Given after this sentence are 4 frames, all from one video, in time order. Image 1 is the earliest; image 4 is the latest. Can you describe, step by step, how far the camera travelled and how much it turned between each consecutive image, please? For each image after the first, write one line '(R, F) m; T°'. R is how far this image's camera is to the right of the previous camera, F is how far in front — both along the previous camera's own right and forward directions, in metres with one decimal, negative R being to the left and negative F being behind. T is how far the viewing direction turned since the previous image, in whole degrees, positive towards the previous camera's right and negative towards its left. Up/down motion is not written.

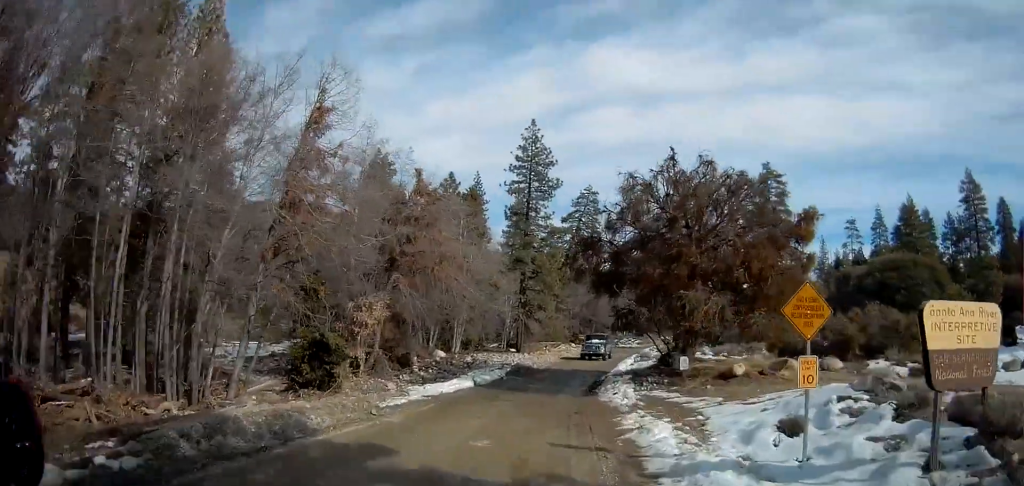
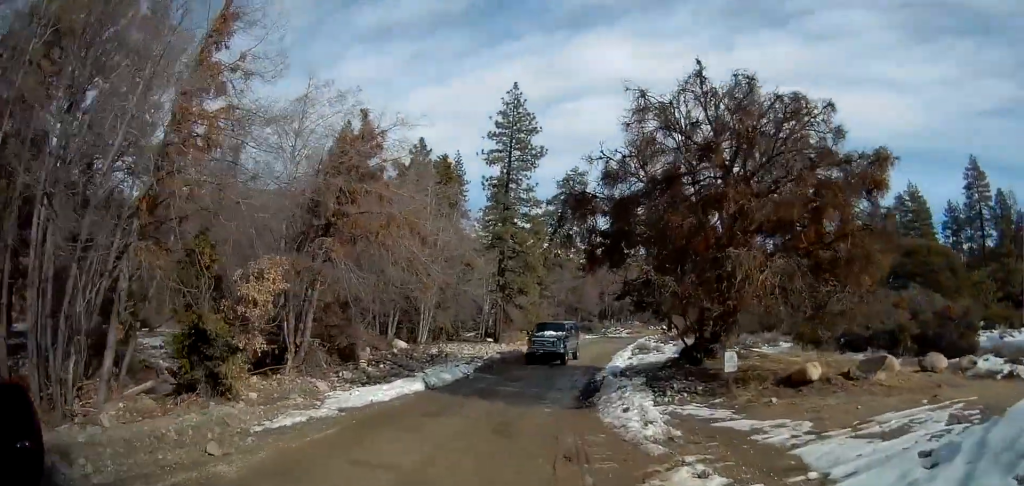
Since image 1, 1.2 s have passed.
(-0.1, +6.9) m; +2°
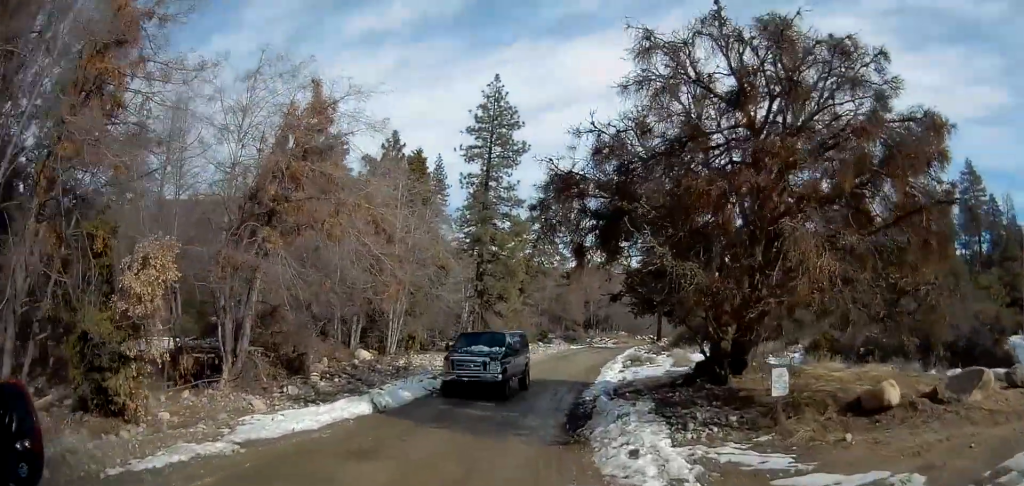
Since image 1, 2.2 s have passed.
(+0.3, +4.2) m; +3°
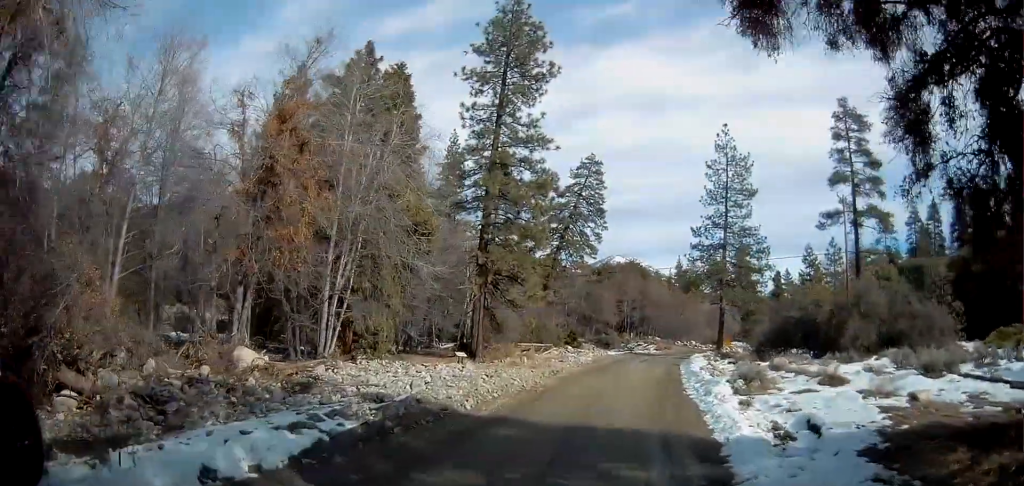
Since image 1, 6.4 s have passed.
(-1.1, +14.9) m; -3°
